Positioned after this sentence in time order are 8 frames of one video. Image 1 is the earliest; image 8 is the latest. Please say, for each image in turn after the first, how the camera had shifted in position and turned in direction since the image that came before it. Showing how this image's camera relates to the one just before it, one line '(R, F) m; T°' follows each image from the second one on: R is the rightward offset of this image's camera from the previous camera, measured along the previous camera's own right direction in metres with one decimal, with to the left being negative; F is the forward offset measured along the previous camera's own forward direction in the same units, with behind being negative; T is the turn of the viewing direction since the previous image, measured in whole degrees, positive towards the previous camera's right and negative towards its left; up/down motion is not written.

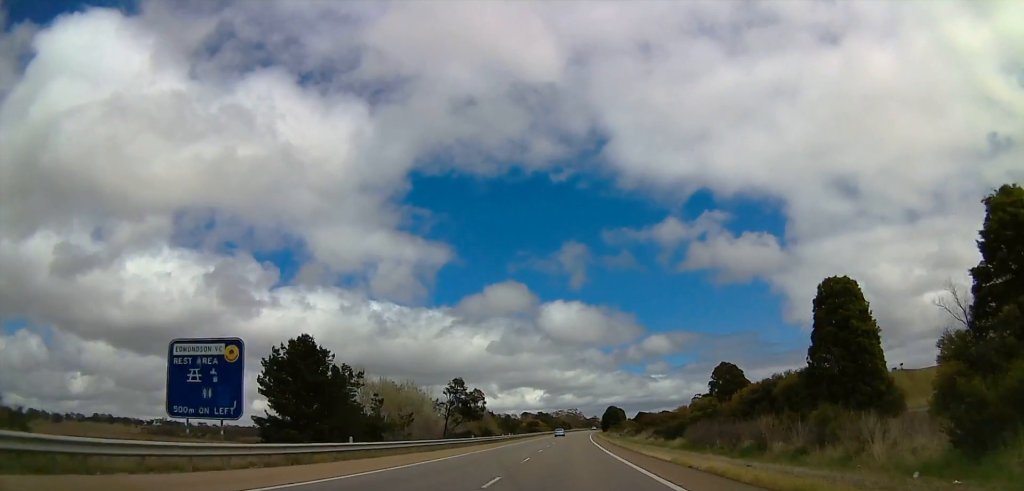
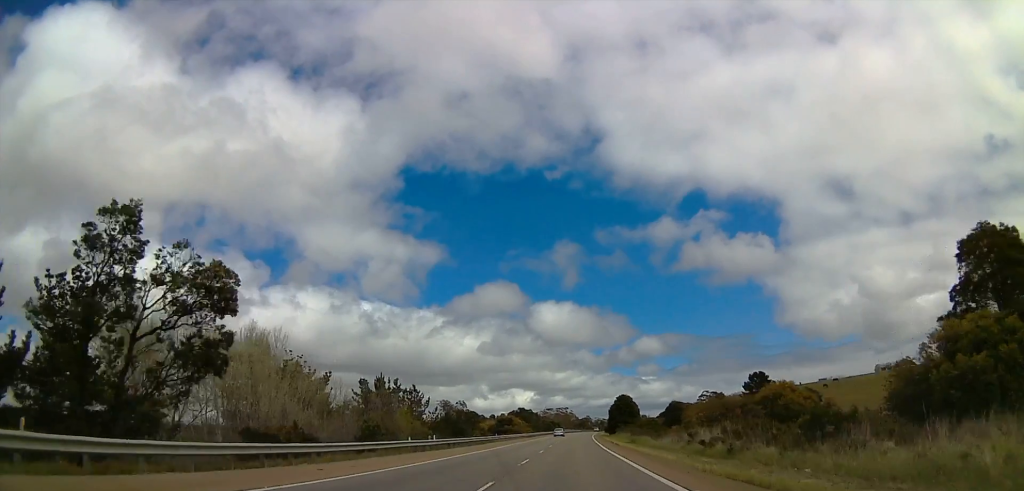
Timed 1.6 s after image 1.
(0.0, +49.9) m; 0°
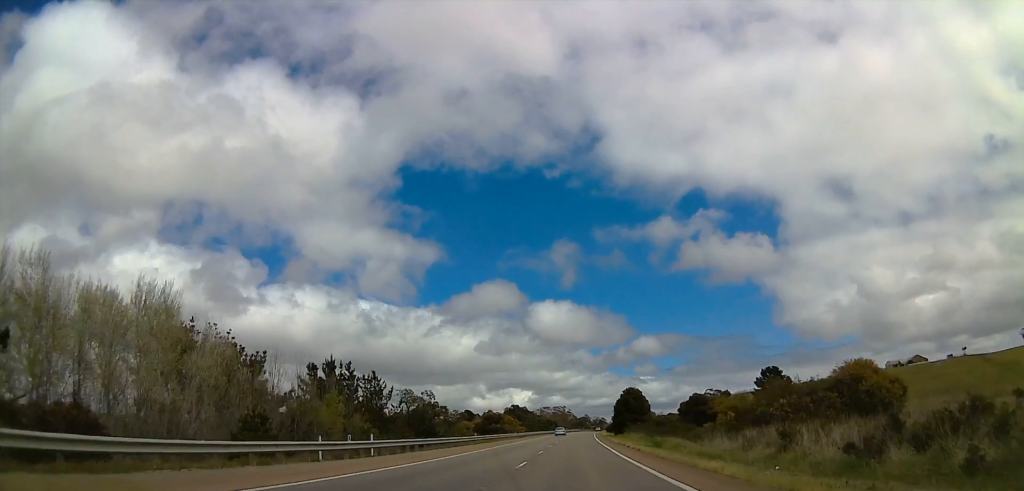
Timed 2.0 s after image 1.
(0.0, +14.8) m; 0°
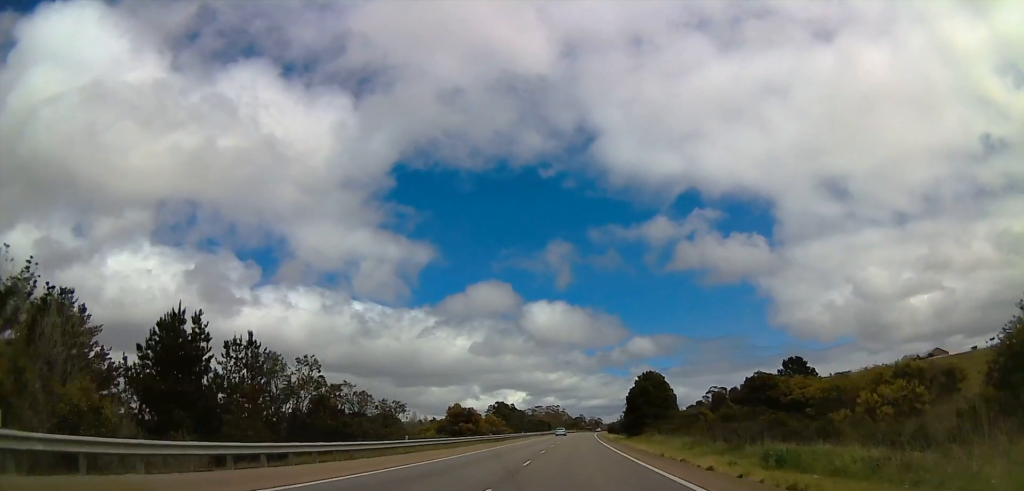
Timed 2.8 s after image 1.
(0.0, +23.3) m; 0°
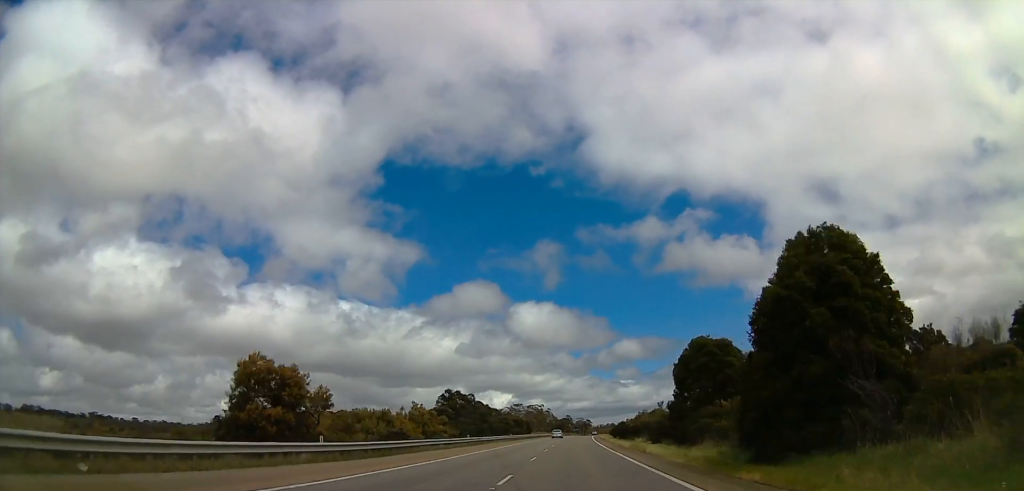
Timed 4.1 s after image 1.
(+1.2, +43.3) m; +4°
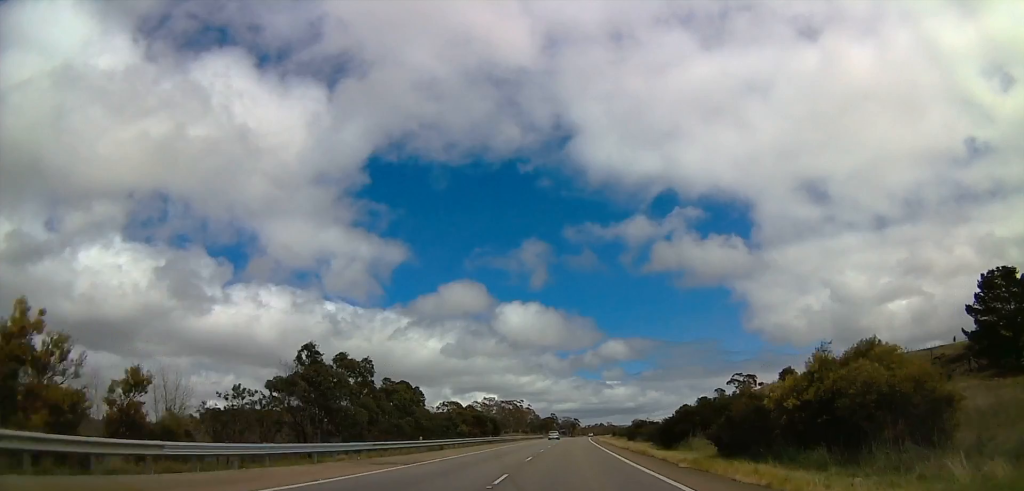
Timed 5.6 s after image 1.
(+1.1, +46.7) m; -1°
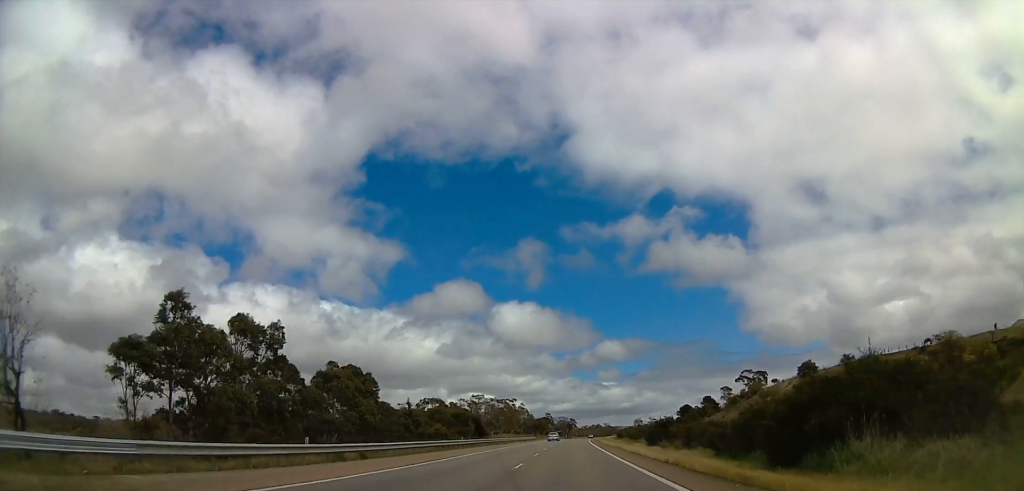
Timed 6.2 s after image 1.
(-0.5, +17.1) m; 0°
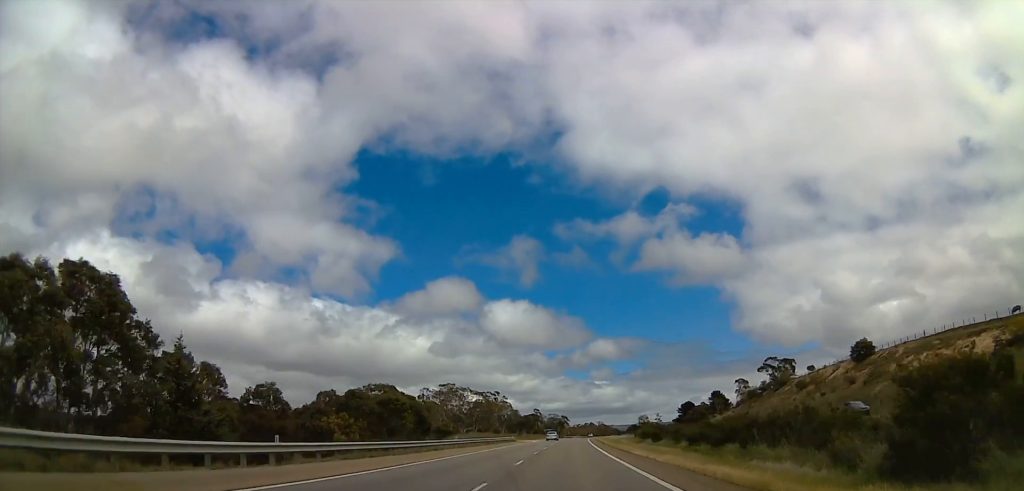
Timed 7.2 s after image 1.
(0.0, +34.2) m; +1°
